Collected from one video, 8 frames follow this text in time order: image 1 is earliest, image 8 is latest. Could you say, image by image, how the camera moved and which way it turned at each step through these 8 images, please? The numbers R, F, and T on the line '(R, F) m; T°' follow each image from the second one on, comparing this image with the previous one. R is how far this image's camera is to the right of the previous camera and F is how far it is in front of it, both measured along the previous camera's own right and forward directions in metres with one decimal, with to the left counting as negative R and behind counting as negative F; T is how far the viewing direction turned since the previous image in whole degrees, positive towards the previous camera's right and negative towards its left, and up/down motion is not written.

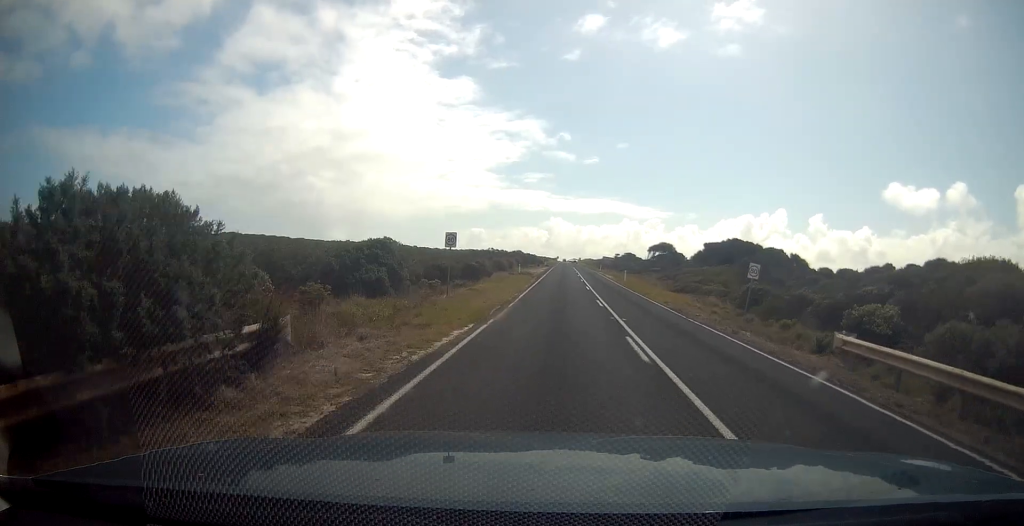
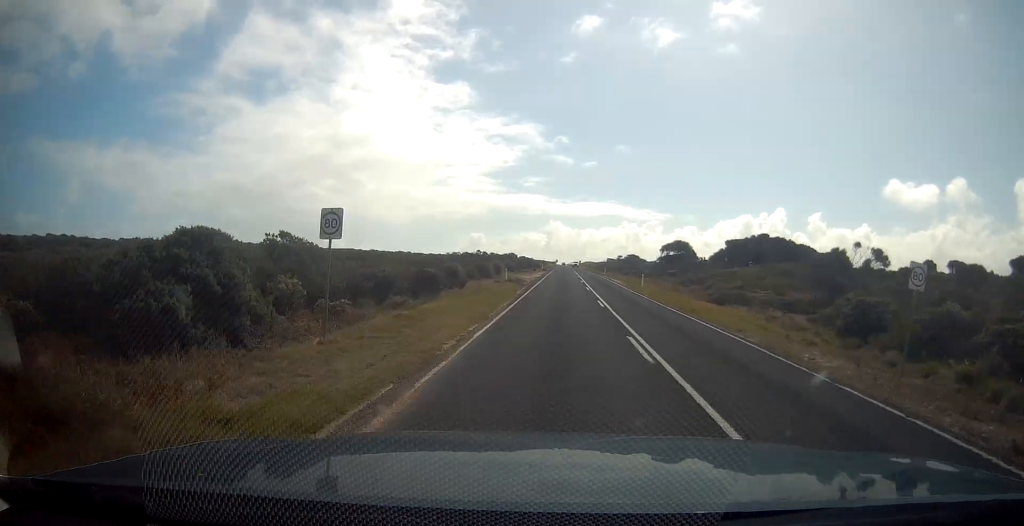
(0.0, +11.9) m; 0°
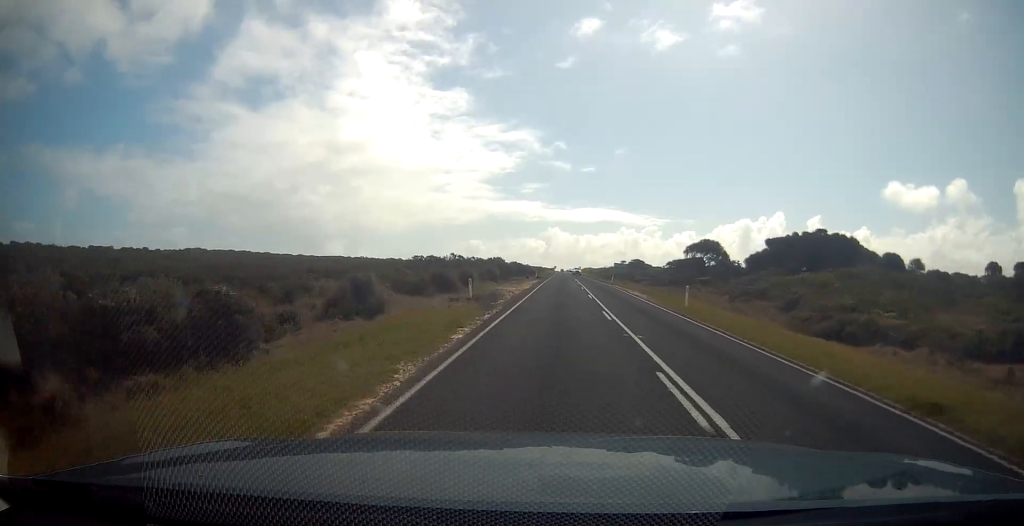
(-0.1, +15.6) m; 0°
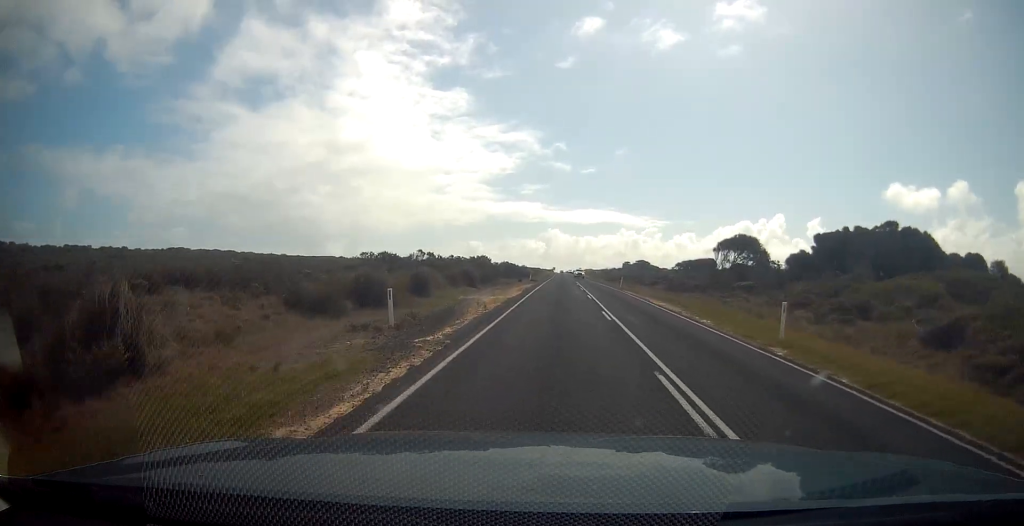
(0.0, +12.1) m; +1°
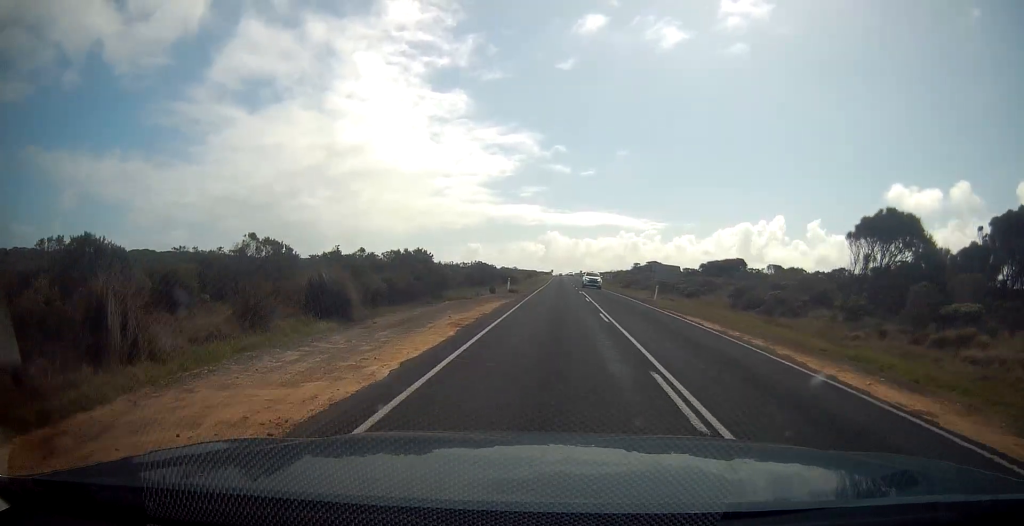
(+0.3, +23.5) m; 0°
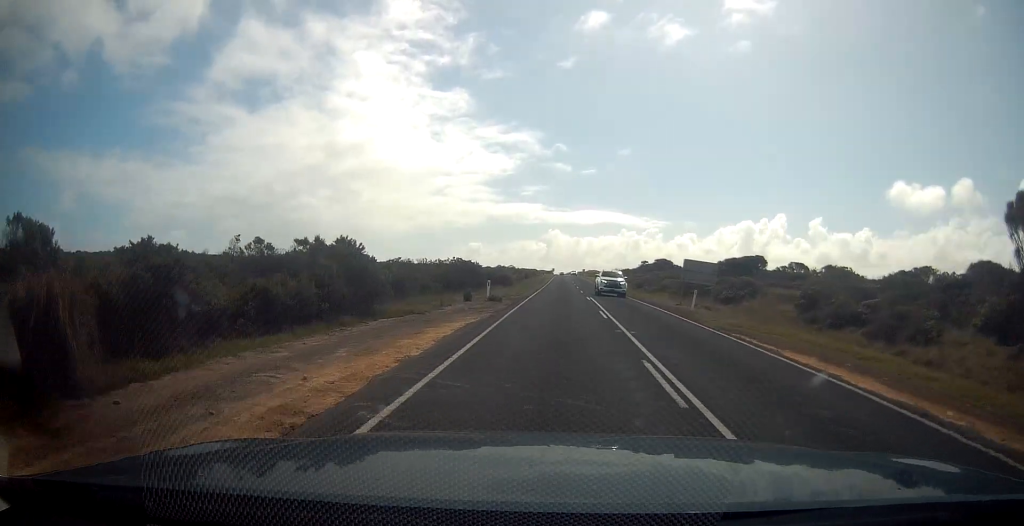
(0.0, +10.7) m; 0°
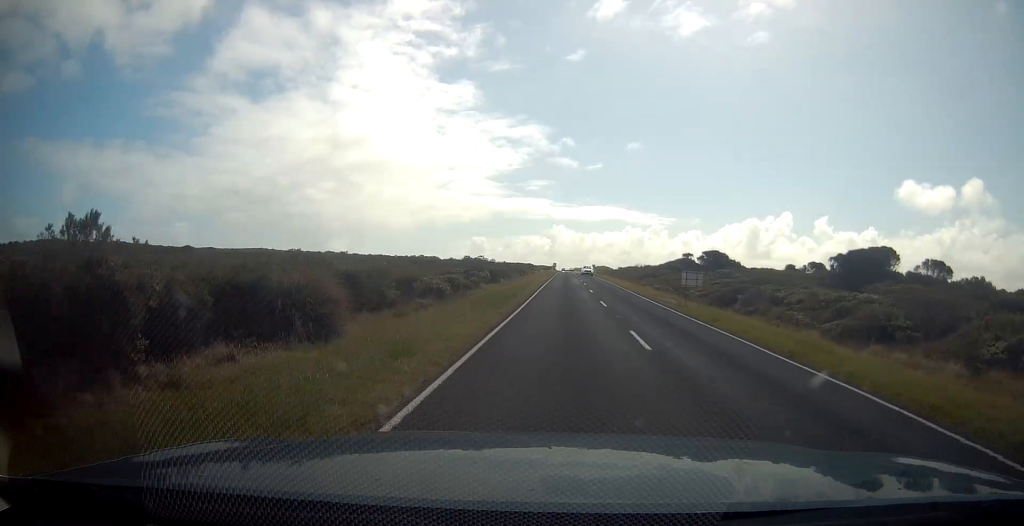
(-0.6, +42.6) m; 0°
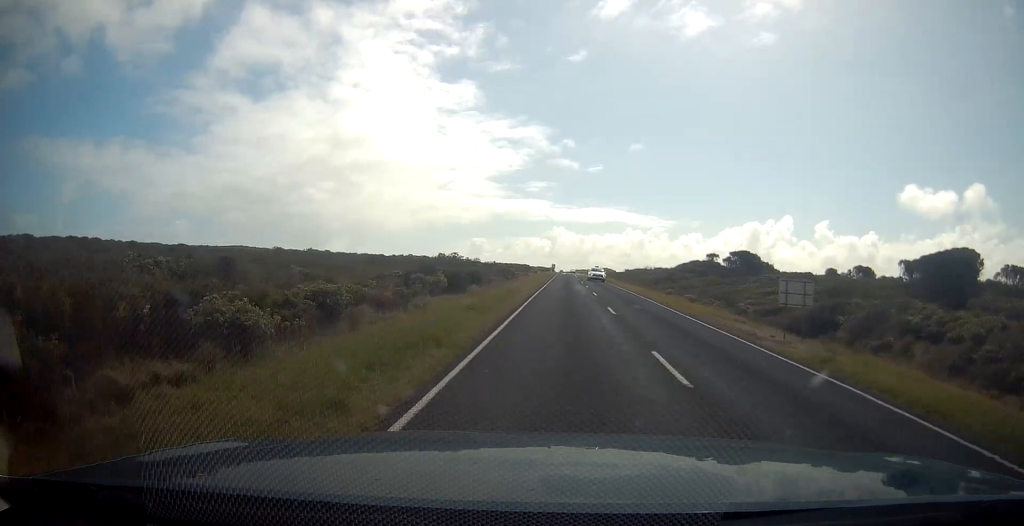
(+0.1, +15.3) m; 0°
